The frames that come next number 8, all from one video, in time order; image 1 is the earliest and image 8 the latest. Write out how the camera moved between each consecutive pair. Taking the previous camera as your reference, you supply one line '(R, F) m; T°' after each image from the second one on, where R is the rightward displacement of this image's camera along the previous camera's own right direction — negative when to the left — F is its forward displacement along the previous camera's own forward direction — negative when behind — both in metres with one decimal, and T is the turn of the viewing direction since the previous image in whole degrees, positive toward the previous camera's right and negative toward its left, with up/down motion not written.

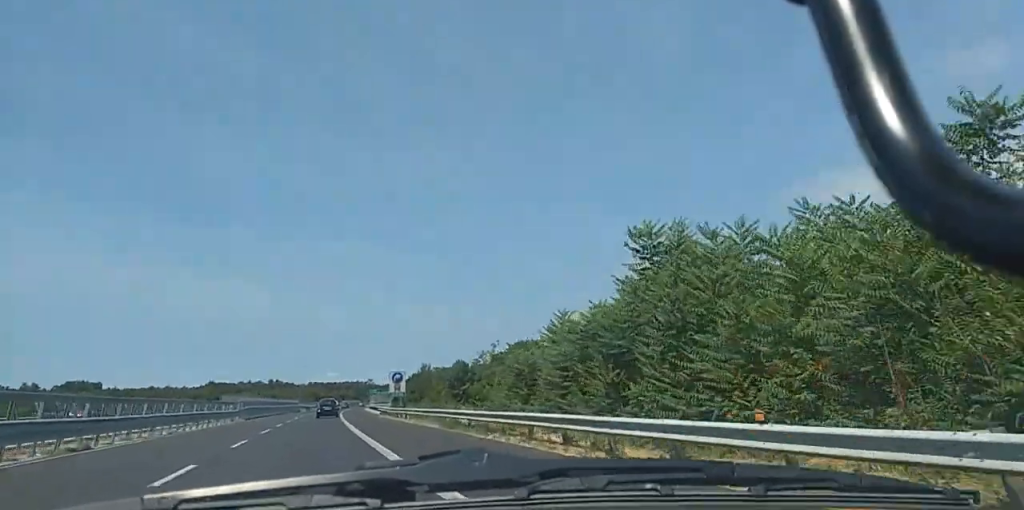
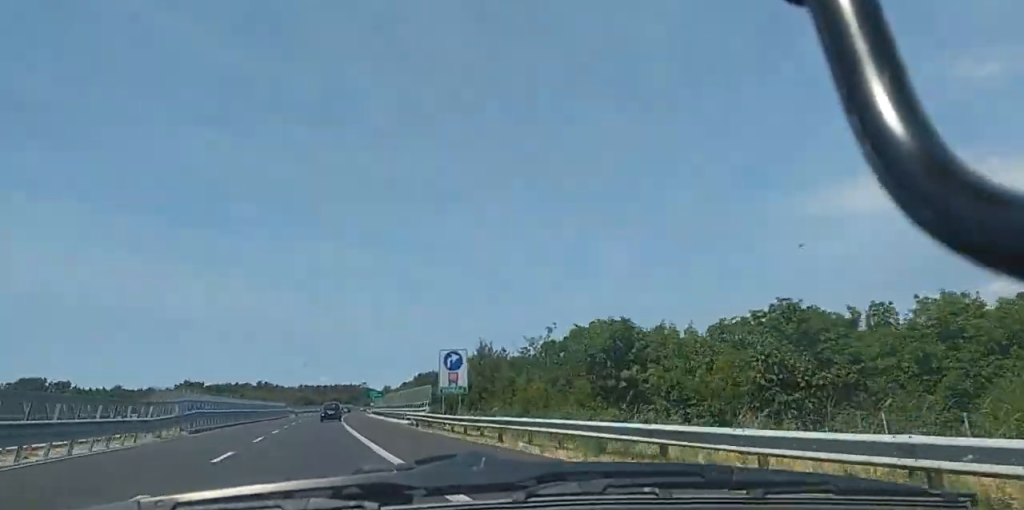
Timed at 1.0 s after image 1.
(+0.5, +28.5) m; +1°
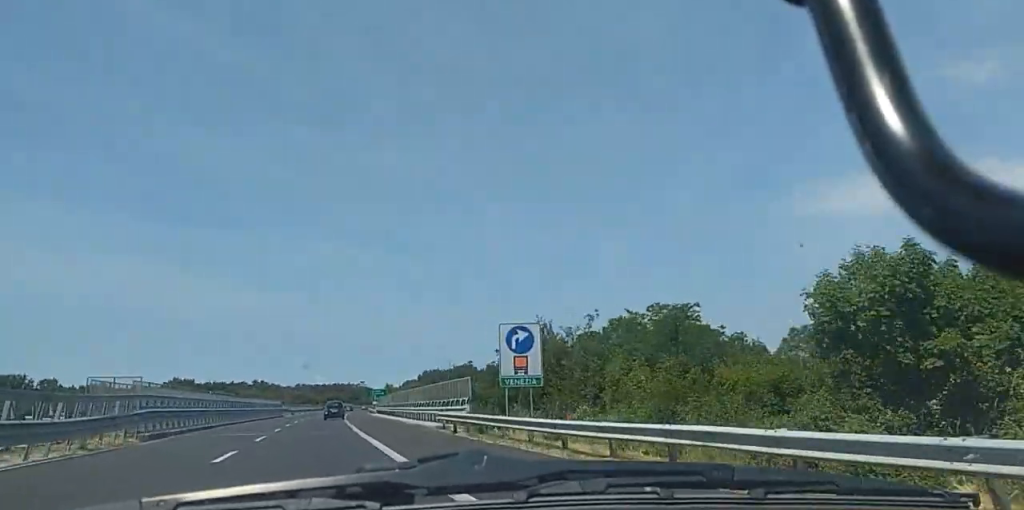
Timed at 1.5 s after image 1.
(0.0, +13.7) m; 0°
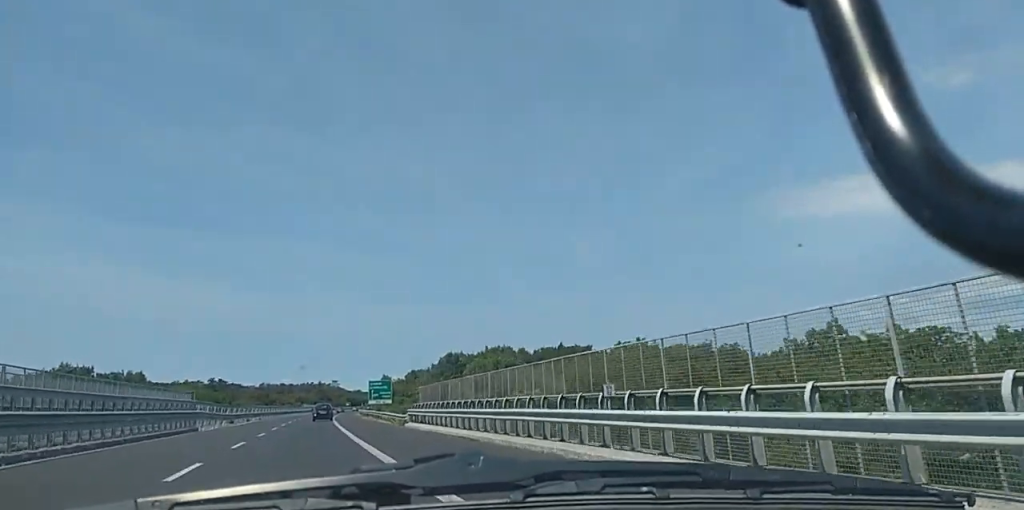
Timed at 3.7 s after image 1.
(+0.9, +63.2) m; +2°
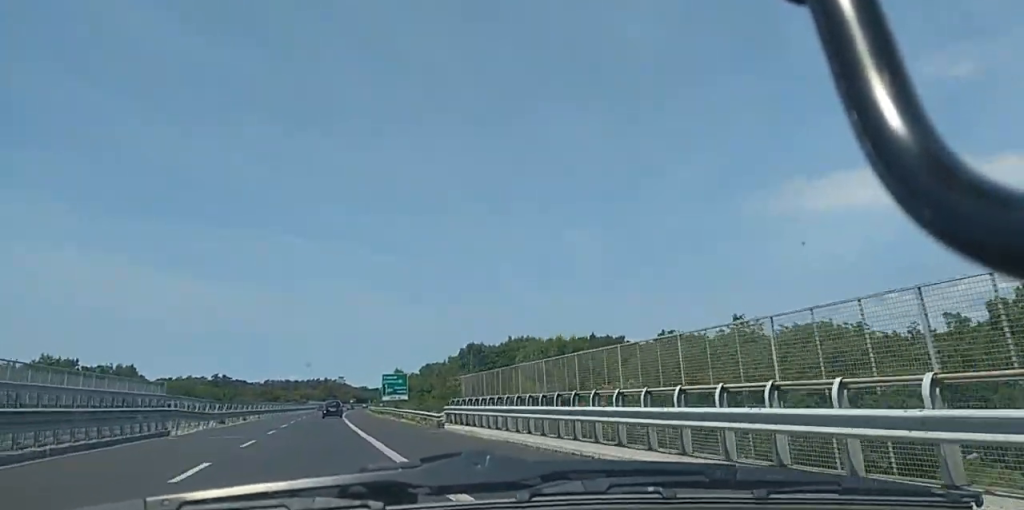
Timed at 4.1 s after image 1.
(0.0, +11.6) m; 0°
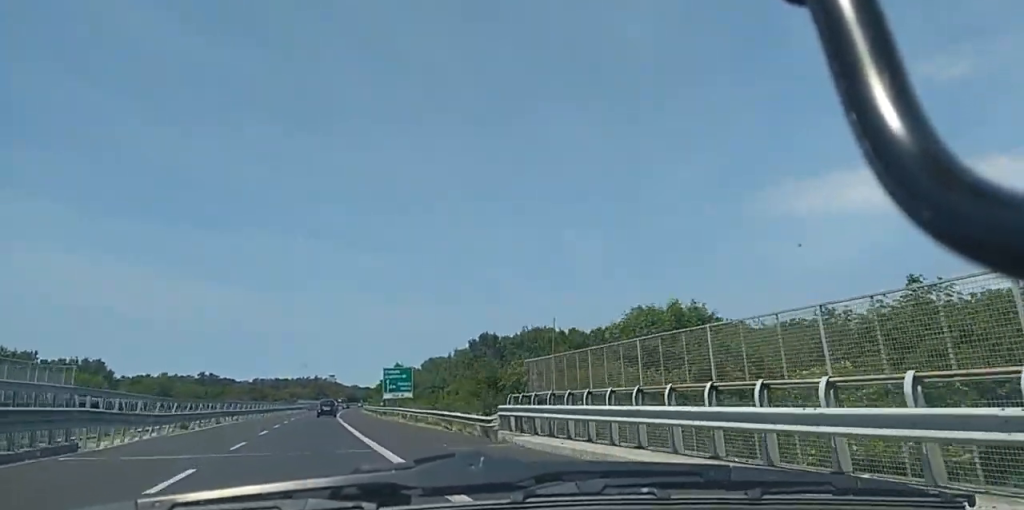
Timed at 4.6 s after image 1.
(0.0, +13.6) m; 0°
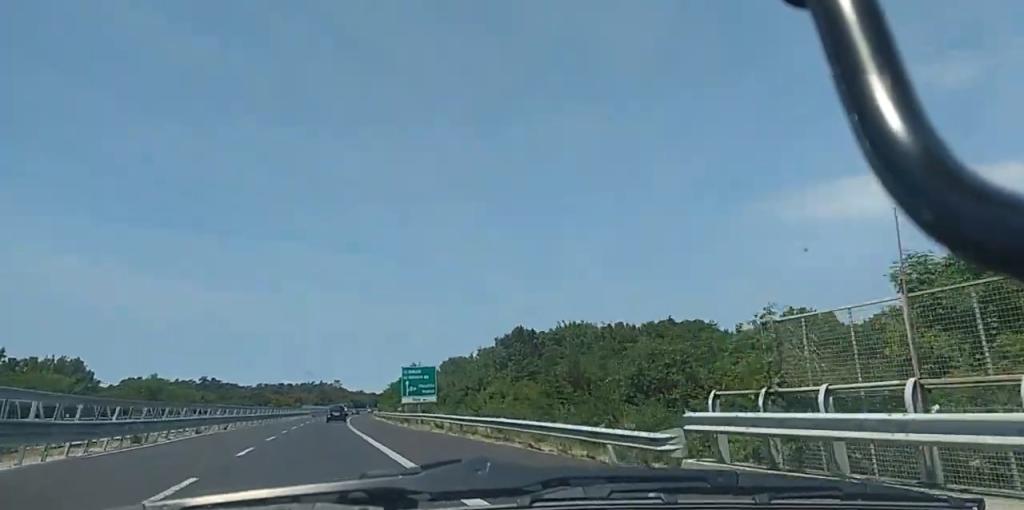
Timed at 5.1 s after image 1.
(0.0, +13.6) m; 0°
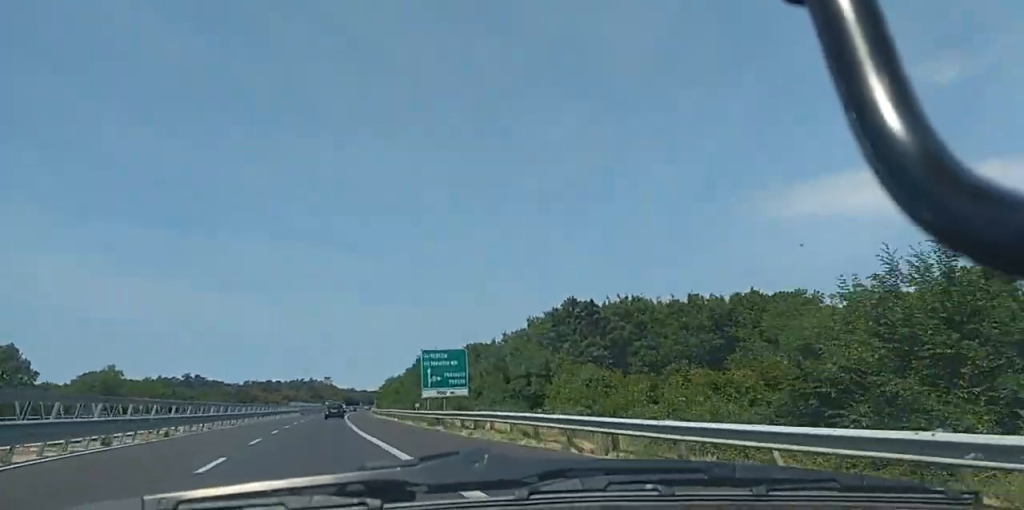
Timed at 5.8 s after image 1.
(+0.1, +19.3) m; 0°
